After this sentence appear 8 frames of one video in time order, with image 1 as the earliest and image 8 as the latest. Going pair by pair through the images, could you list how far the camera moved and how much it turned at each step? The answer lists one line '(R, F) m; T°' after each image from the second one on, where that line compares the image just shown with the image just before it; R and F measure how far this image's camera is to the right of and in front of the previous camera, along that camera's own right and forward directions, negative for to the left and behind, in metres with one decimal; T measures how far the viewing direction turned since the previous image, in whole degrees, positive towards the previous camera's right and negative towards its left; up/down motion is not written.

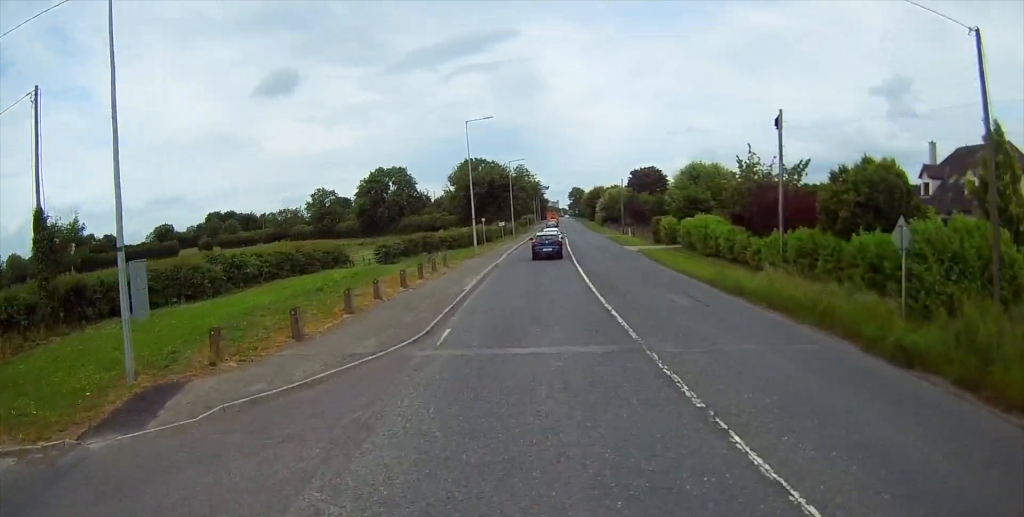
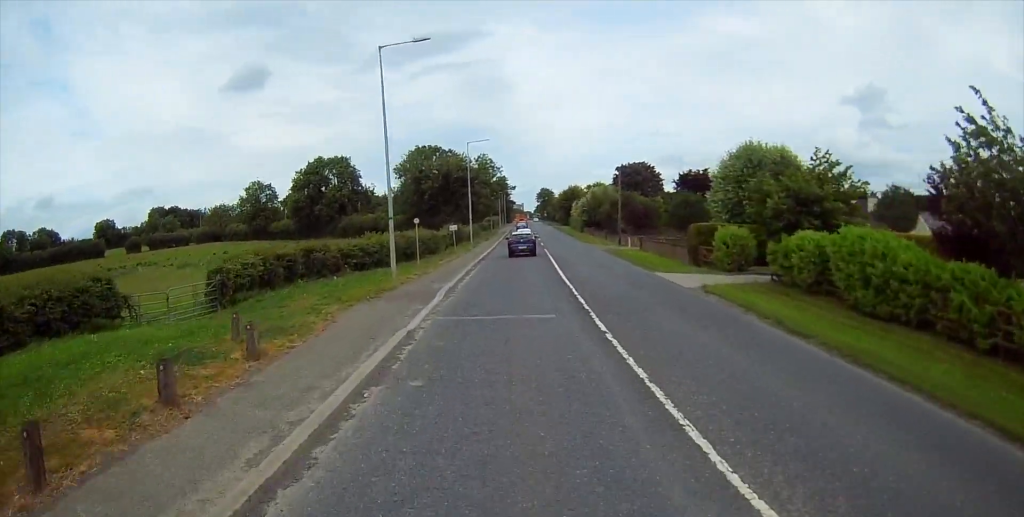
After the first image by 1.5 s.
(+0.6, +22.1) m; +2°
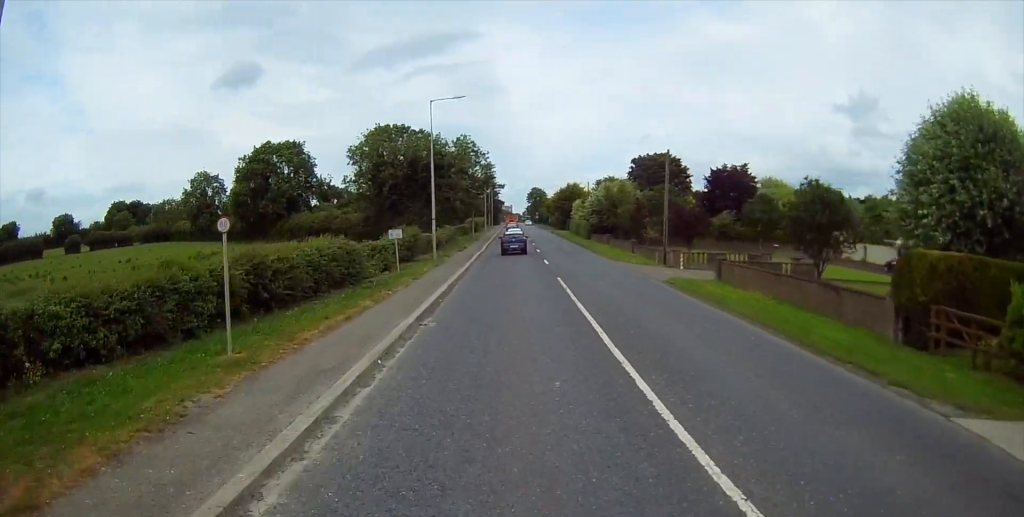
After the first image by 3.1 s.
(+0.3, +22.1) m; +2°
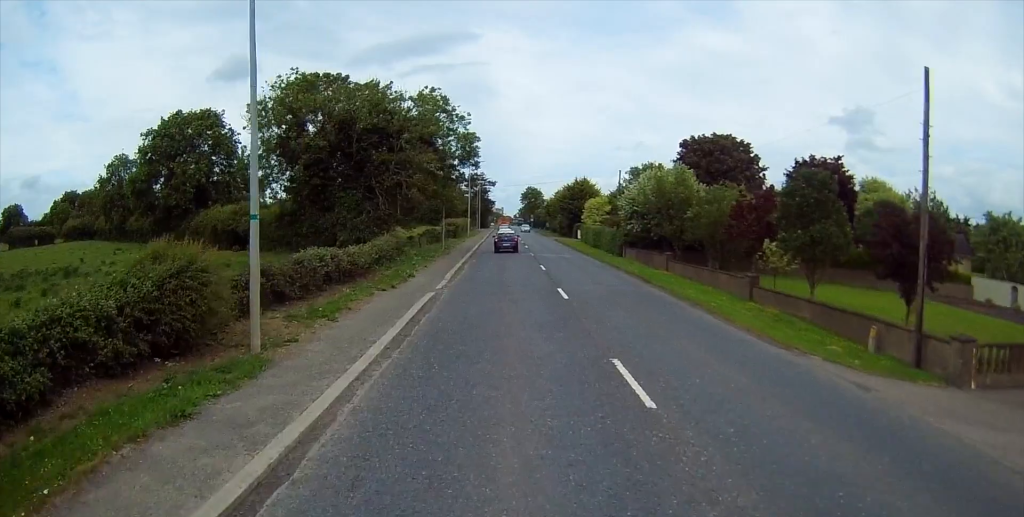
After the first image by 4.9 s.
(+0.5, +27.3) m; +1°
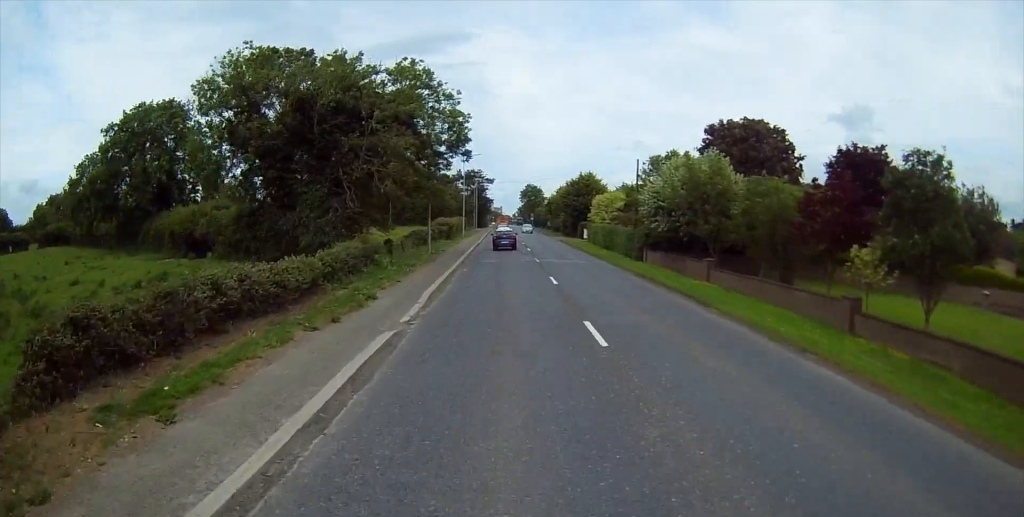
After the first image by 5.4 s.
(0.0, +8.2) m; 0°
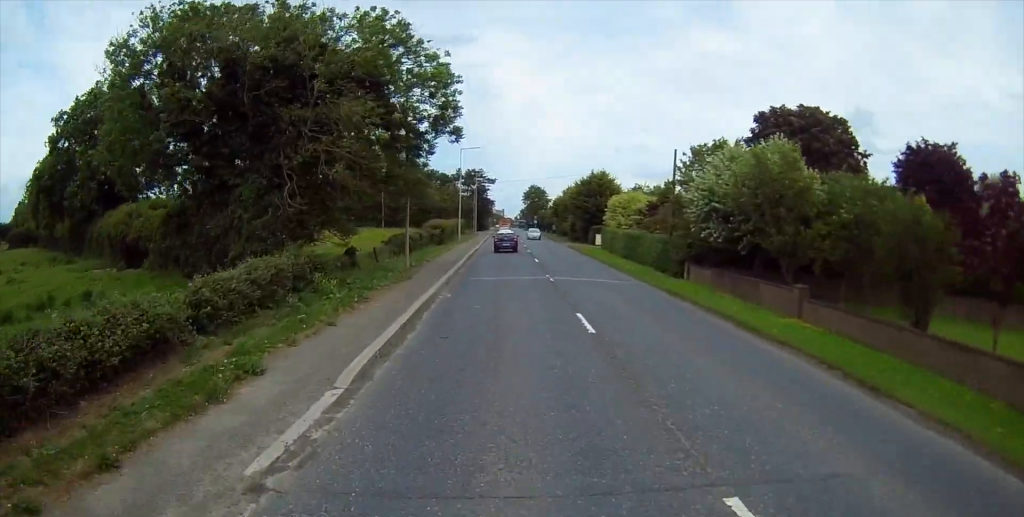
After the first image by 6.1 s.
(-0.2, +9.8) m; 0°
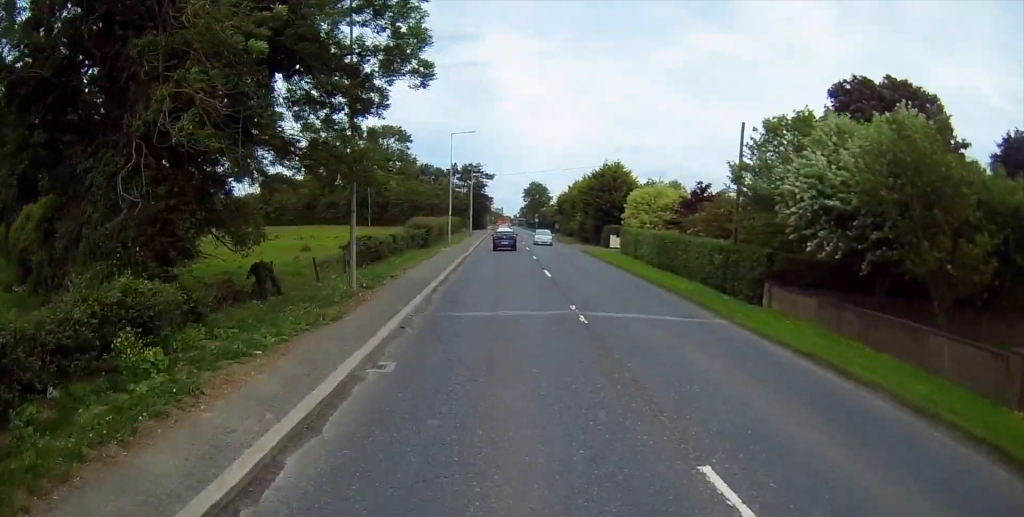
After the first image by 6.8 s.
(+0.2, +11.1) m; +1°
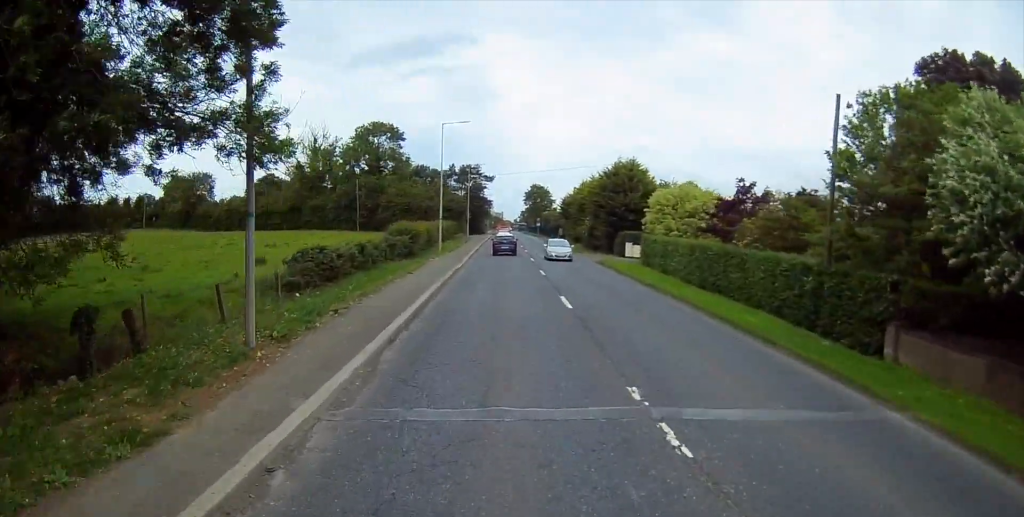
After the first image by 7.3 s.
(+0.1, +8.4) m; 0°
